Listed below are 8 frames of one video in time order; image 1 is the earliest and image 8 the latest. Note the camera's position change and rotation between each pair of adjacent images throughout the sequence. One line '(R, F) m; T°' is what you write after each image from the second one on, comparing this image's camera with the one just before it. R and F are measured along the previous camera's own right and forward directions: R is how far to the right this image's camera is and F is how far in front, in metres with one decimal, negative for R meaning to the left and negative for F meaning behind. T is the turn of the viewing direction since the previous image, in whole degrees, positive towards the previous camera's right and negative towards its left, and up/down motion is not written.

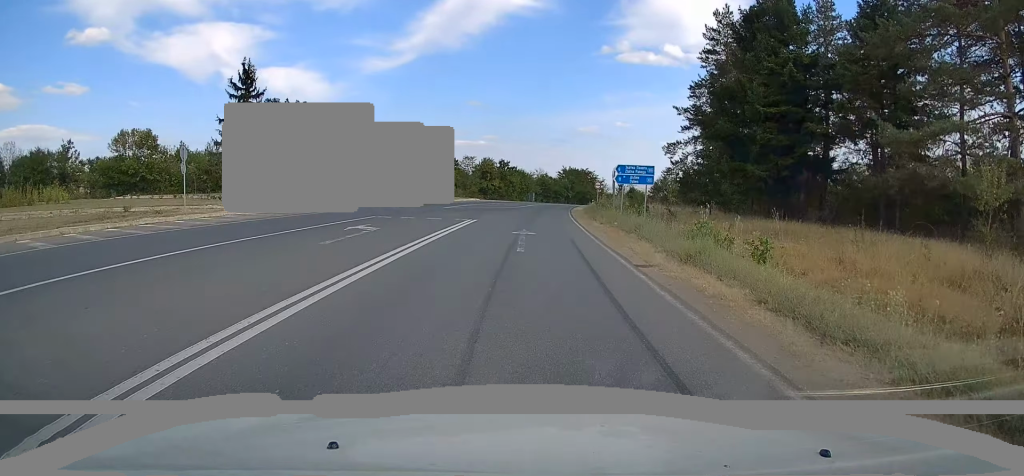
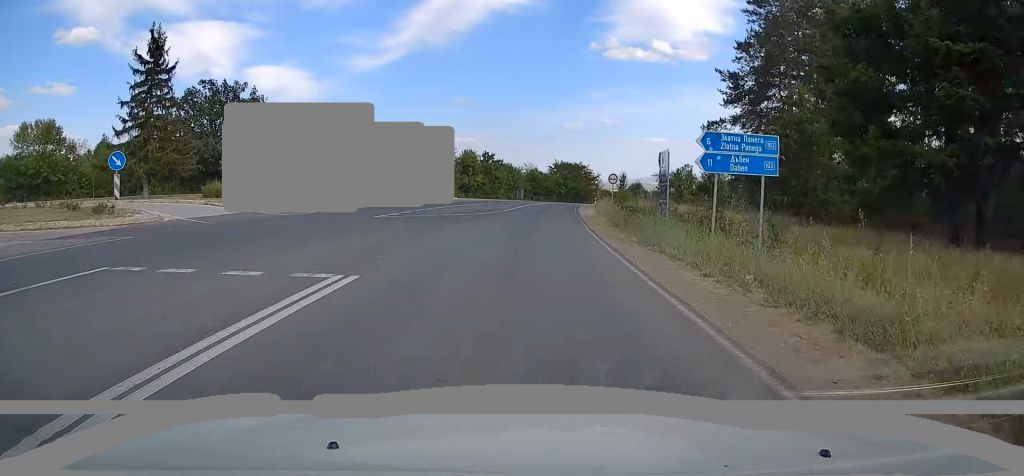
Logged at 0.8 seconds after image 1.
(0.0, +16.8) m; +1°
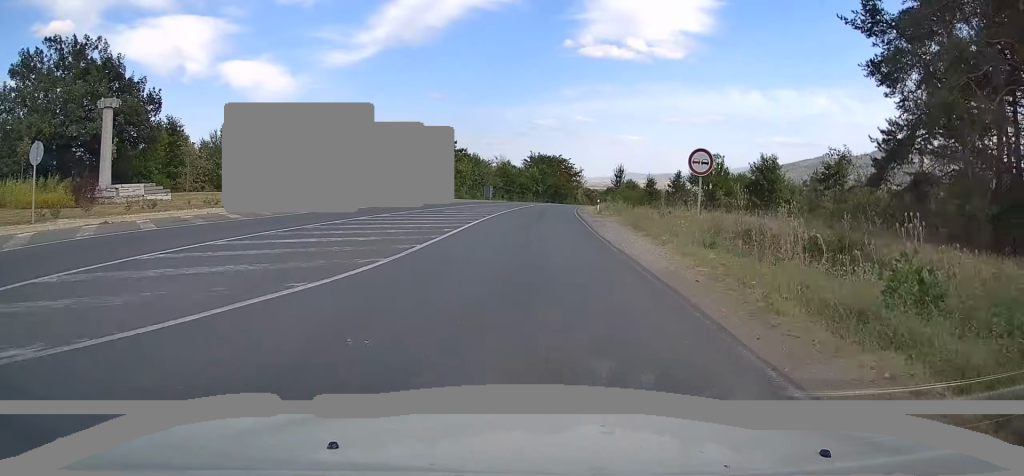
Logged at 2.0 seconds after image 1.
(+0.7, +25.3) m; +3°
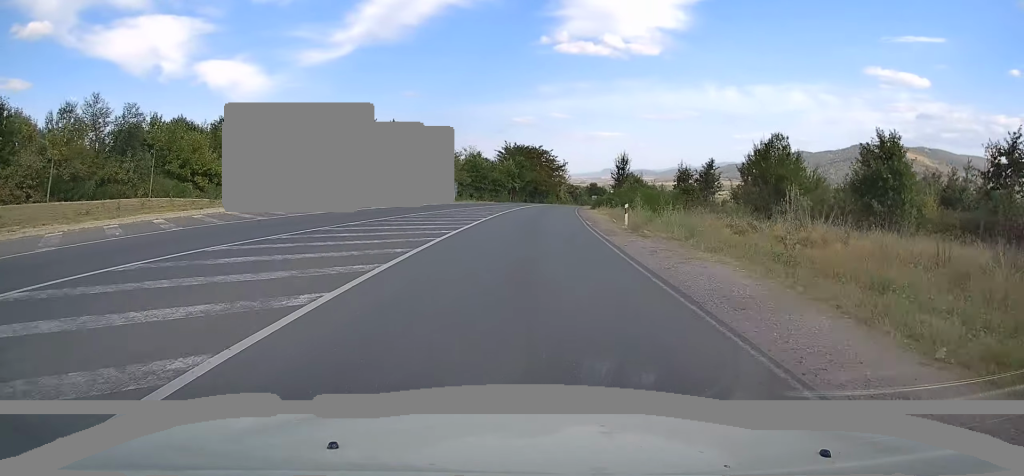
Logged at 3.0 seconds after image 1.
(+0.3, +22.0) m; +2°
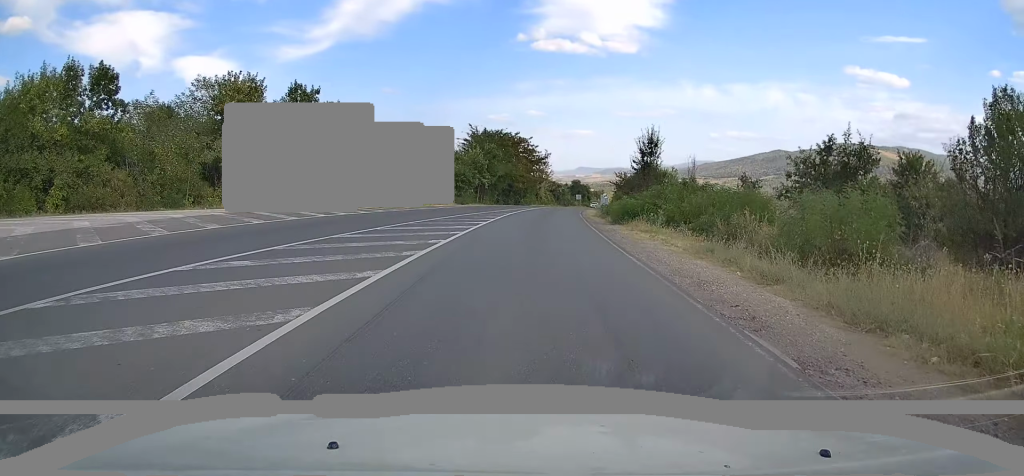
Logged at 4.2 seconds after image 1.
(+0.6, +25.7) m; +3°
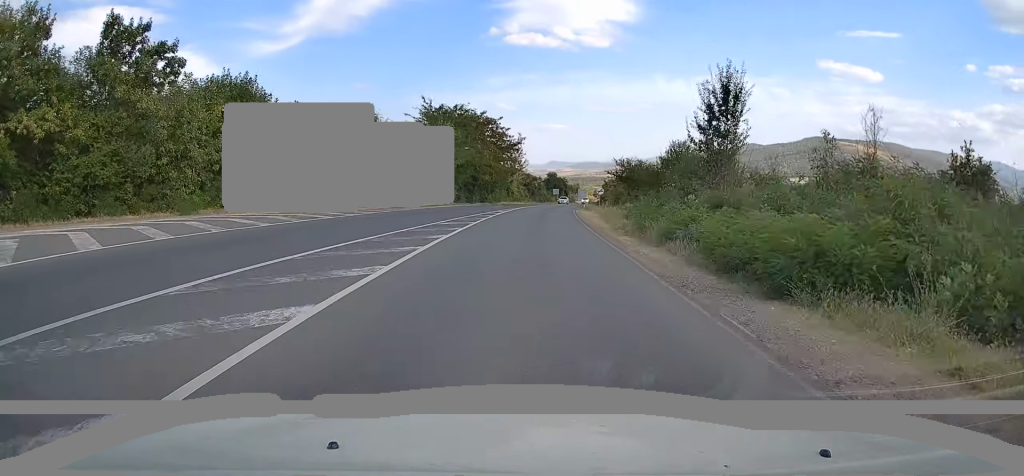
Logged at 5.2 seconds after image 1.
(+0.4, +20.9) m; +2°
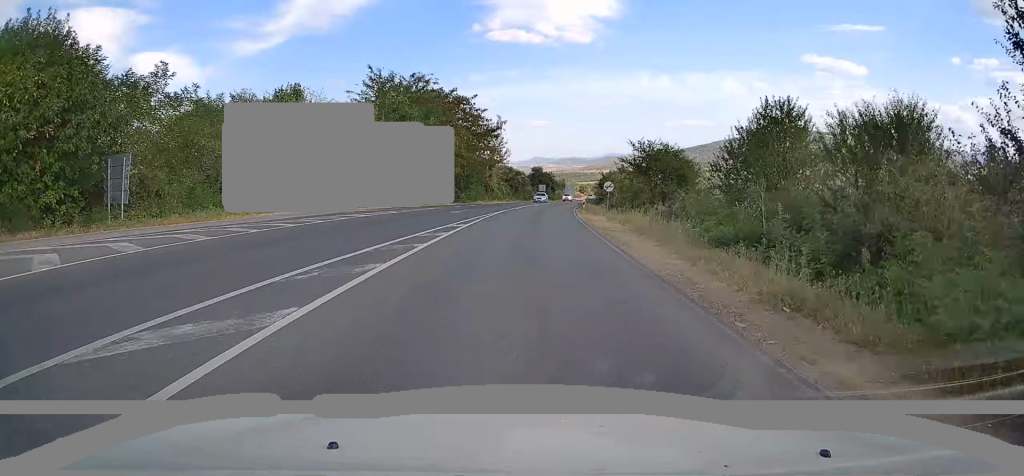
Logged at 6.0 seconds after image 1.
(0.0, +16.7) m; +2°
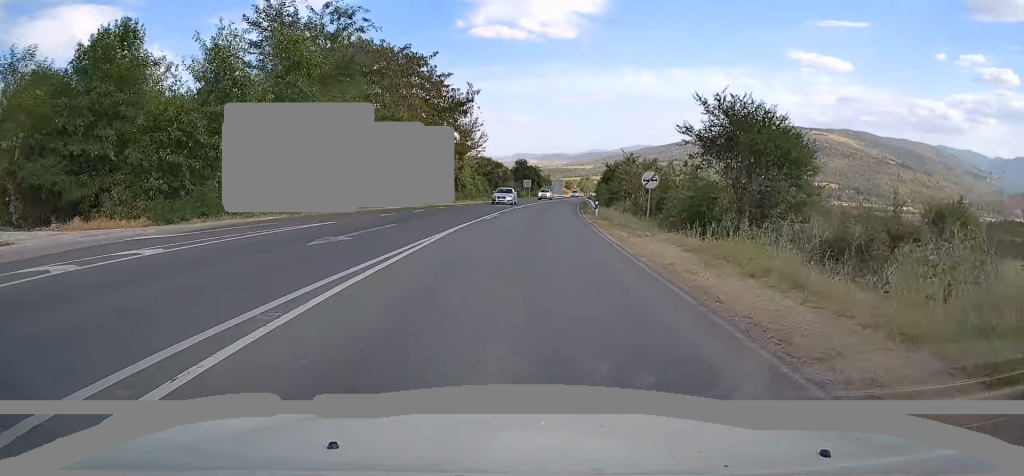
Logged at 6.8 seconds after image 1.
(+0.7, +19.1) m; +2°
